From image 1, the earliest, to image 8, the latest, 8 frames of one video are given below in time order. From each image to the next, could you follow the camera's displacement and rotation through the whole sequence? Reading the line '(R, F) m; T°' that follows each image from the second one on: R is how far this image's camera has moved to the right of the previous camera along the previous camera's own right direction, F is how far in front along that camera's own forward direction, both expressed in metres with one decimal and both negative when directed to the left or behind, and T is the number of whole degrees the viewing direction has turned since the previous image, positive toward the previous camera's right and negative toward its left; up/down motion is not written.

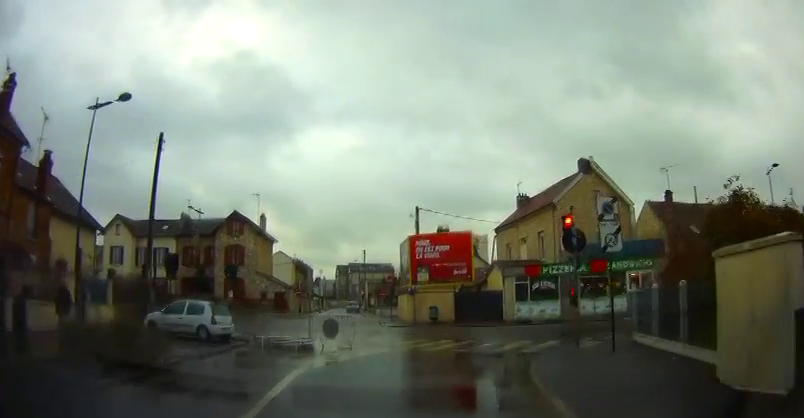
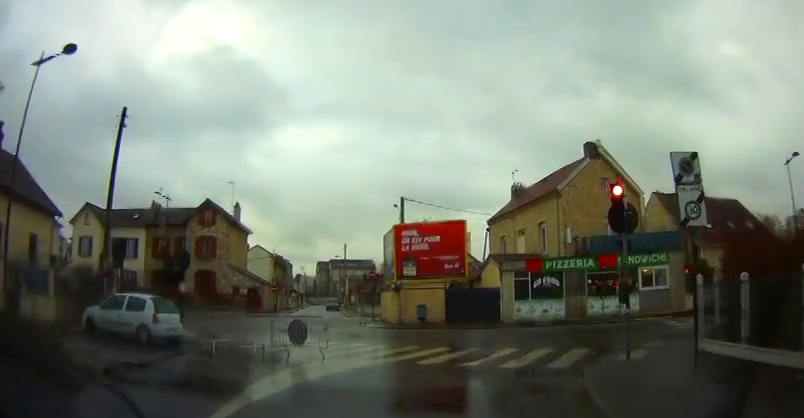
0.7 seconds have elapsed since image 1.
(0.0, +3.7) m; +4°
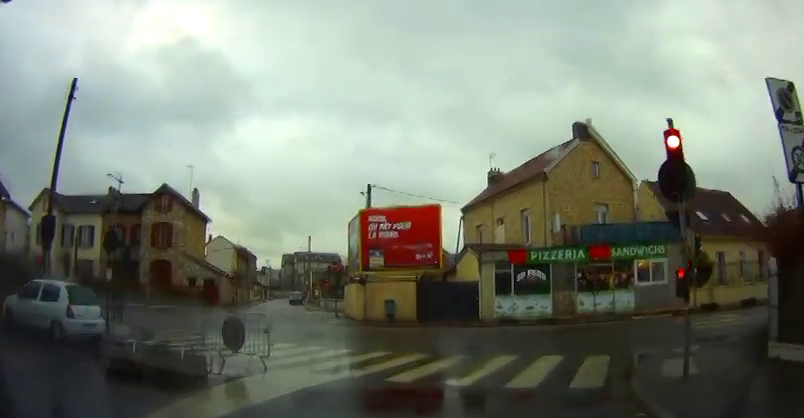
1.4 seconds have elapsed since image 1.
(+0.1, +3.1) m; +7°
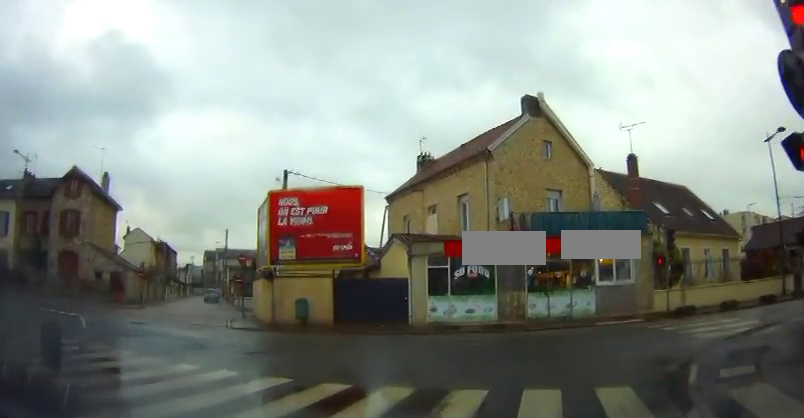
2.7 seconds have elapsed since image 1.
(+0.5, +4.4) m; +7°
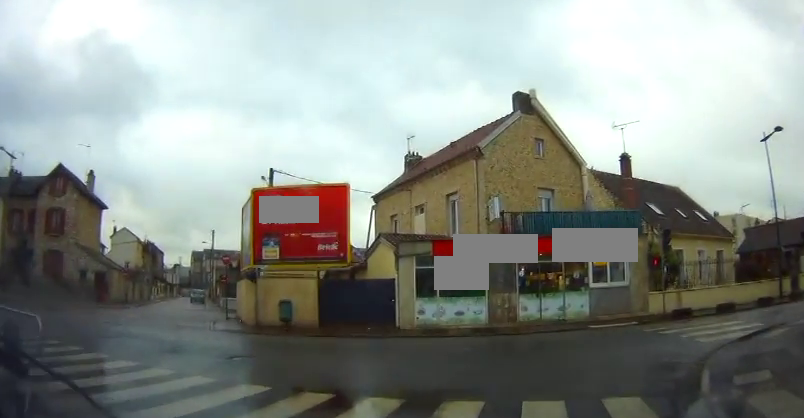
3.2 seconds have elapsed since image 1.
(0.0, +1.1) m; 0°
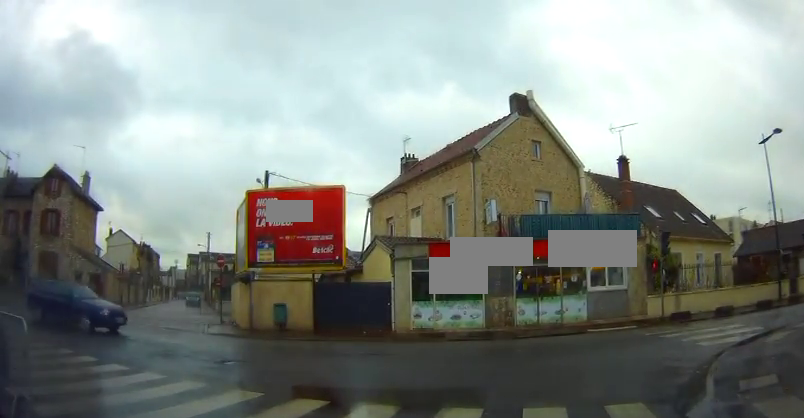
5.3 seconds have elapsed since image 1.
(-0.2, +1.2) m; 0°
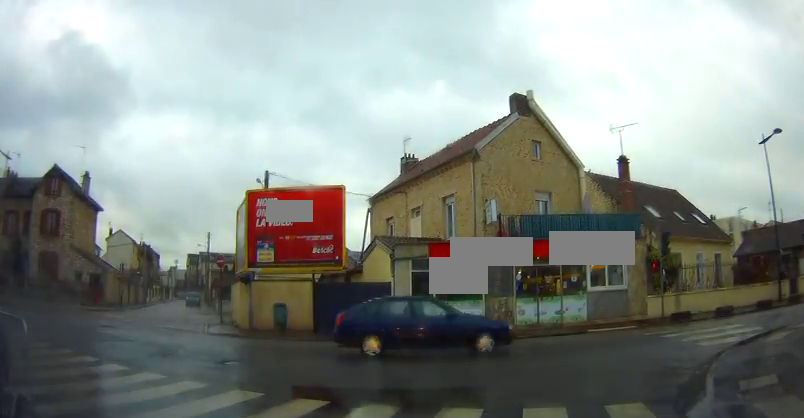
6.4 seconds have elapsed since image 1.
(+0.1, +0.1) m; 0°
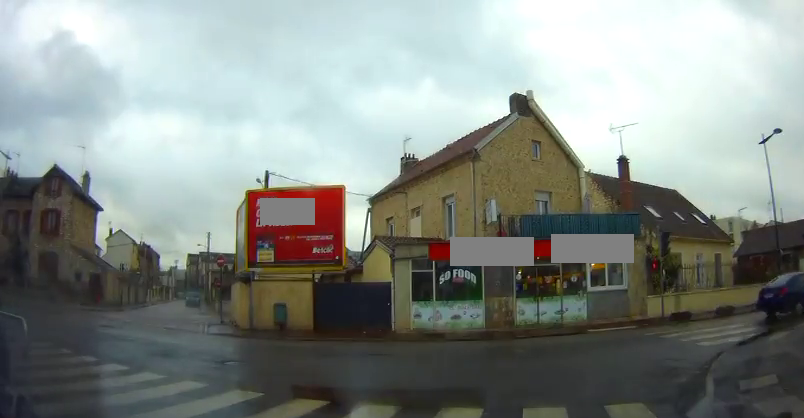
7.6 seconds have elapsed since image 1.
(+0.1, +0.1) m; 0°
